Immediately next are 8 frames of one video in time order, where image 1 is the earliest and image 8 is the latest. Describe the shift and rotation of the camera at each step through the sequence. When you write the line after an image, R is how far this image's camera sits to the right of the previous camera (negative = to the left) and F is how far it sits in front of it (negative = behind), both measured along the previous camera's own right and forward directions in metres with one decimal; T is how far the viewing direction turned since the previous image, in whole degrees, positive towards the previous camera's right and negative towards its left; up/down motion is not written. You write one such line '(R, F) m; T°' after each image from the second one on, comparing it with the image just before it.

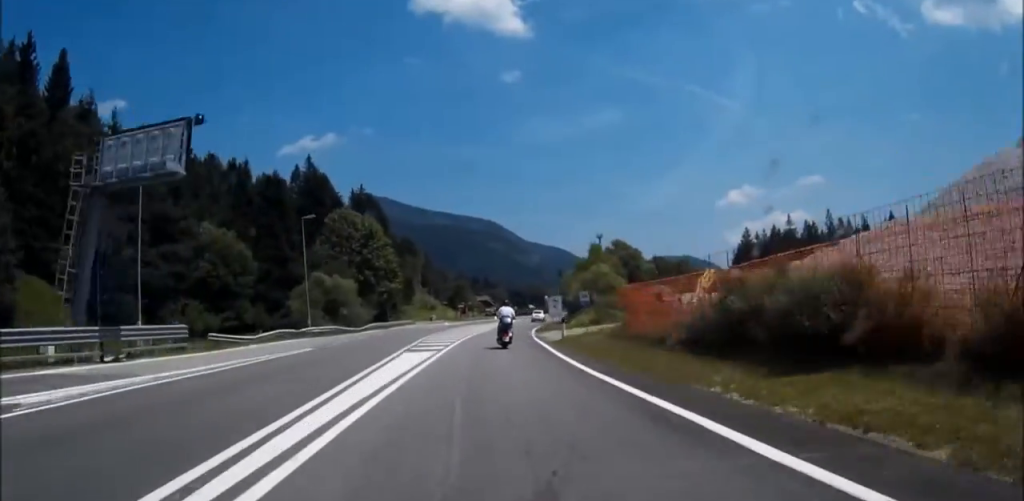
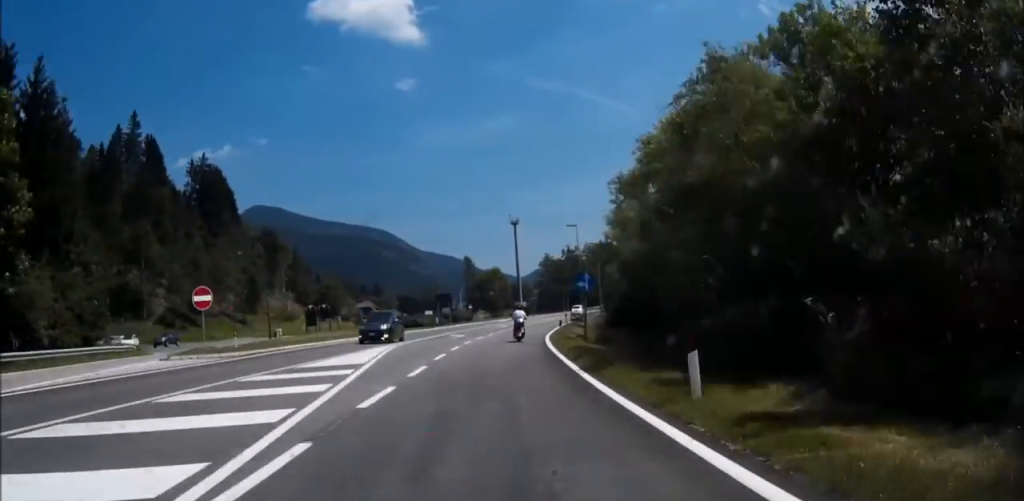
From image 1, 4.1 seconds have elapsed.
(+5.2, +75.2) m; +10°
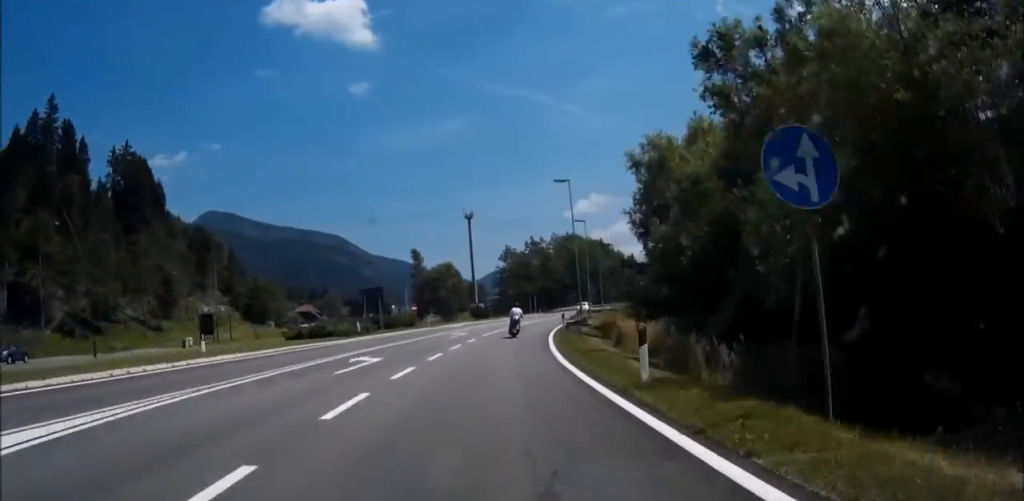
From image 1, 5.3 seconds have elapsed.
(-0.1, +23.3) m; +6°
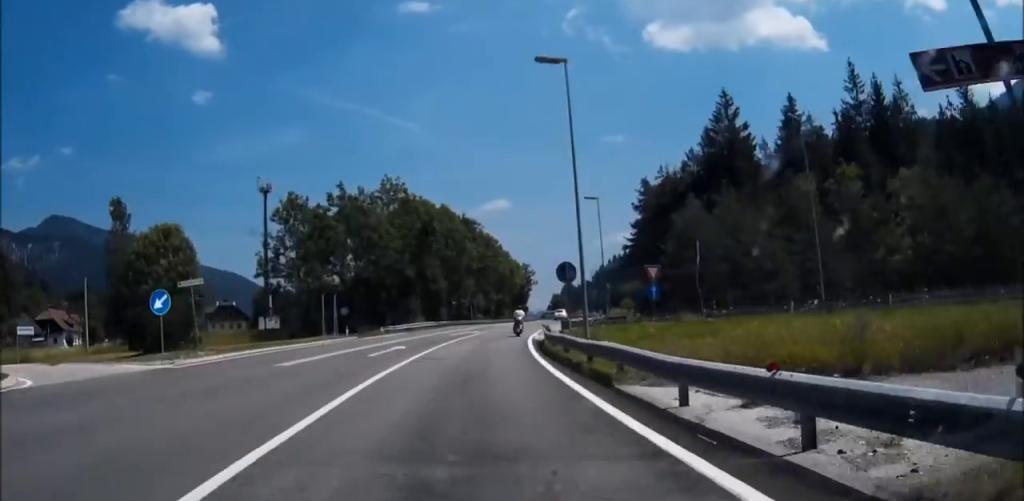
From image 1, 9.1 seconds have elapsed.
(+9.0, +68.8) m; +8°
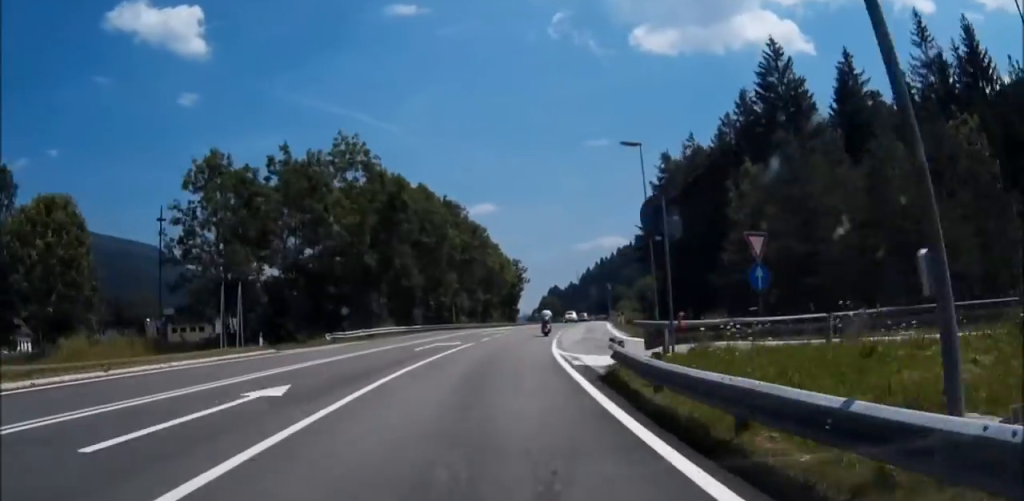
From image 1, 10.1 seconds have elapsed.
(0.0, +18.3) m; +1°
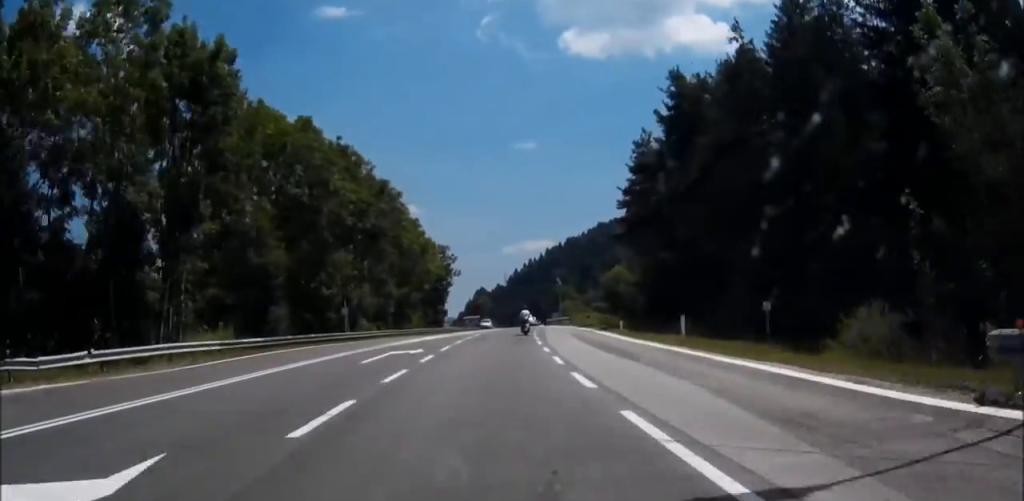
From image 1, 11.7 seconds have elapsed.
(-0.1, +29.3) m; +3°
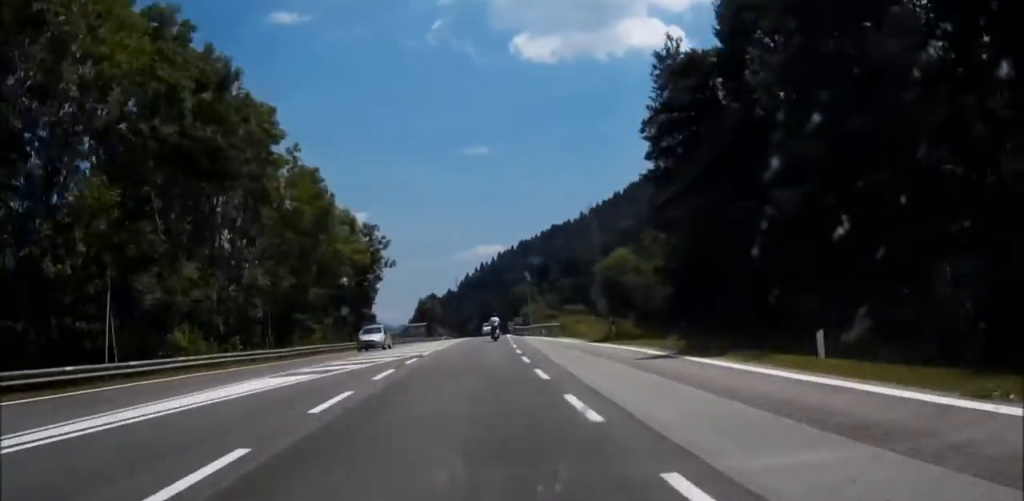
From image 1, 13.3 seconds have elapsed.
(+1.7, +28.2) m; +4°
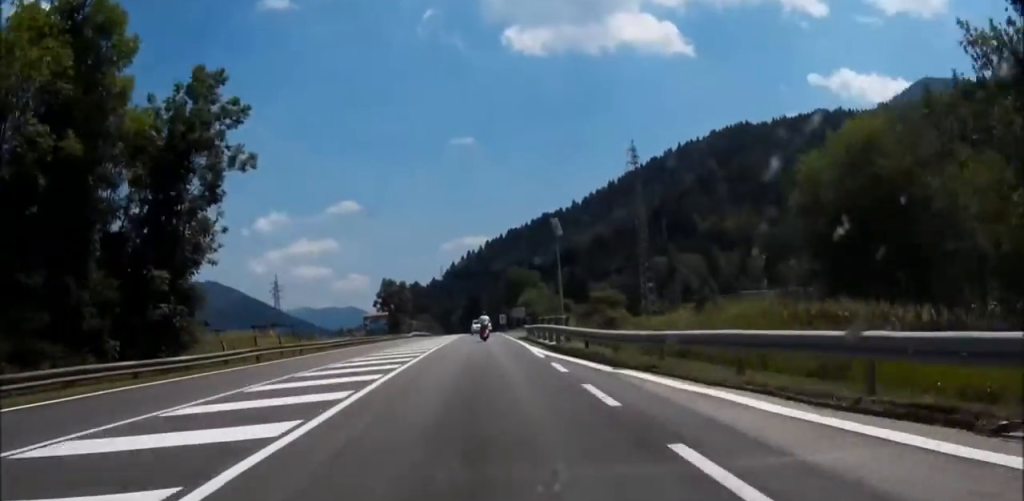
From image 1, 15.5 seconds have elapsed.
(+0.9, +40.5) m; +2°
